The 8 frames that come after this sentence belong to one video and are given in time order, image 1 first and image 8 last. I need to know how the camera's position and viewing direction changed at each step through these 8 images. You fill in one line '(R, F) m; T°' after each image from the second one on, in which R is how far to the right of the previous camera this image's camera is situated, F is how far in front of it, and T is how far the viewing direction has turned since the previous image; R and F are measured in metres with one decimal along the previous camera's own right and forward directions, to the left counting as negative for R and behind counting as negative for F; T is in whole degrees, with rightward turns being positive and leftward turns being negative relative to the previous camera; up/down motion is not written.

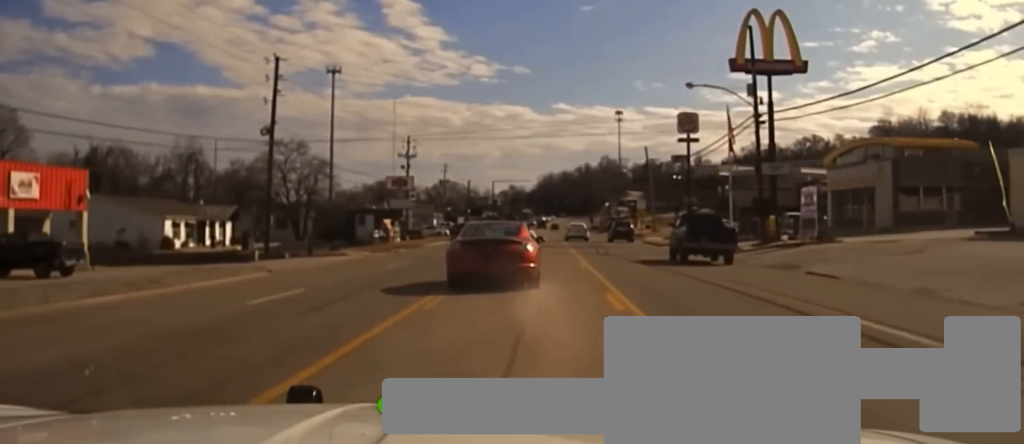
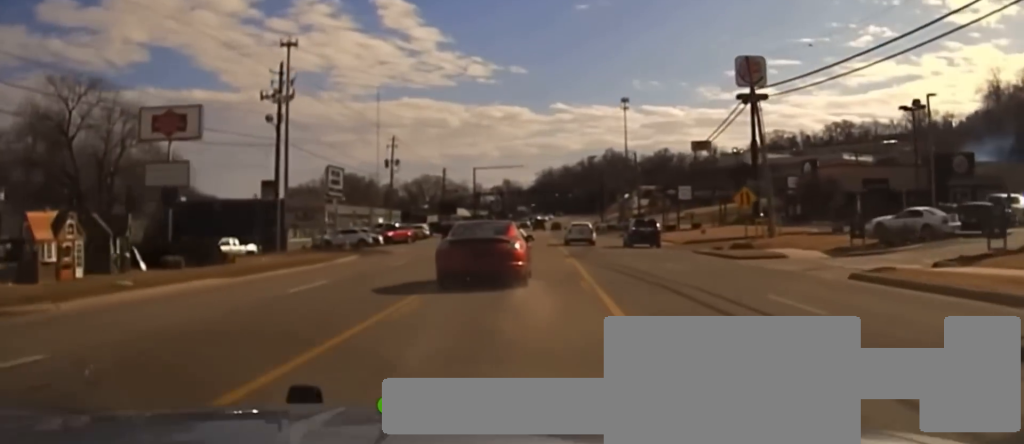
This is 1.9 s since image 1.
(-0.5, +46.8) m; -1°
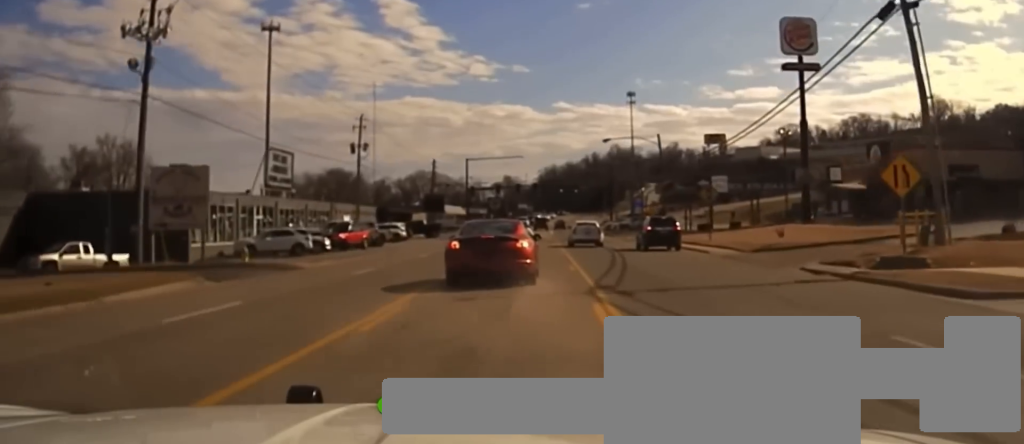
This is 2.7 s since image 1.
(0.0, +18.5) m; 0°
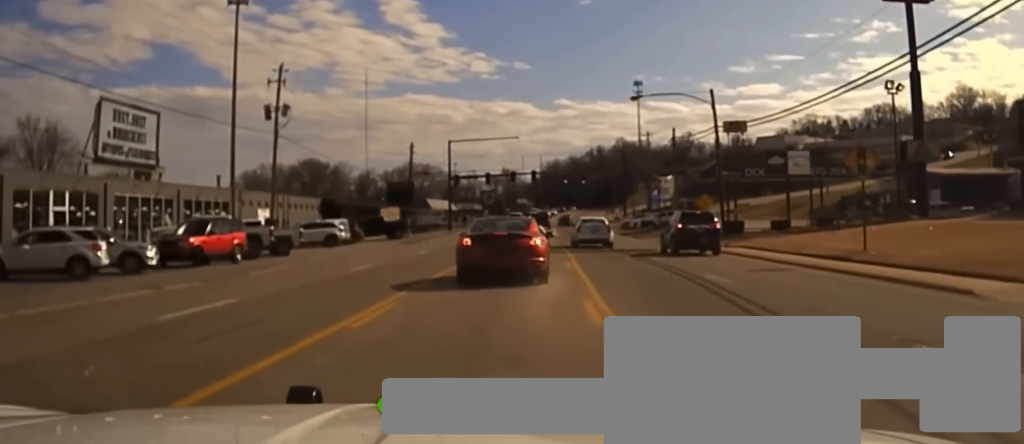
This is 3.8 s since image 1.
(+0.2, +26.4) m; 0°
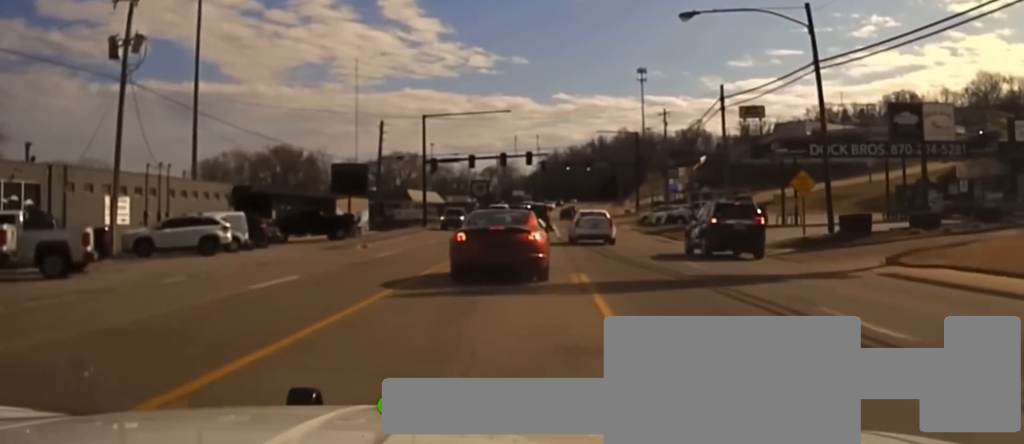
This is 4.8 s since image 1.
(-0.2, +23.6) m; -1°
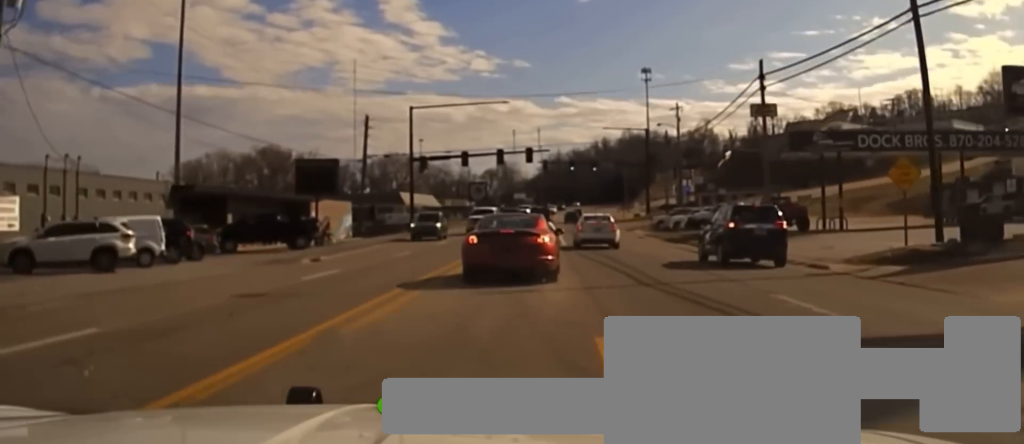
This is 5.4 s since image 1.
(-0.1, +11.9) m; 0°
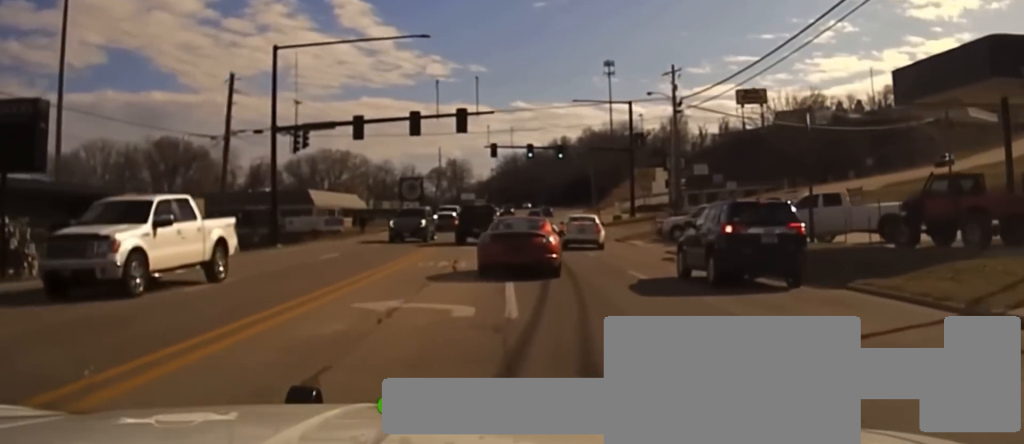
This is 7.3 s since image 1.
(+0.6, +34.2) m; +2°
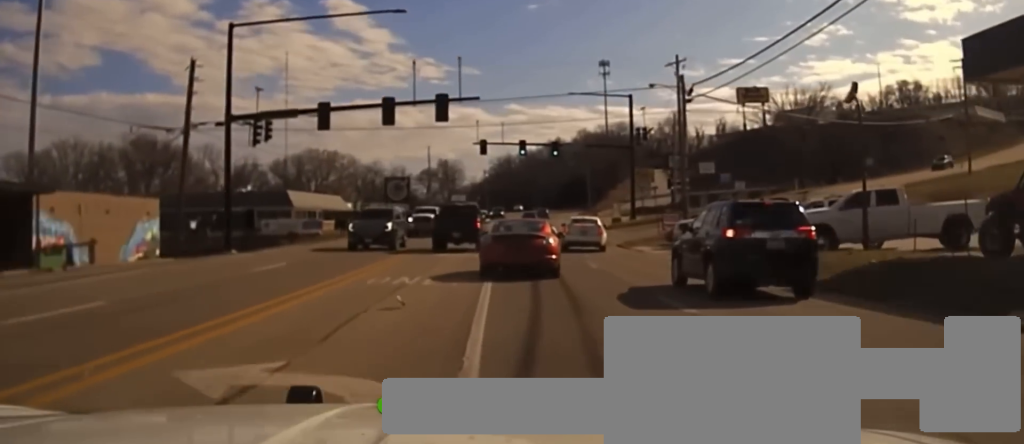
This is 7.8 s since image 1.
(0.0, +7.0) m; 0°
